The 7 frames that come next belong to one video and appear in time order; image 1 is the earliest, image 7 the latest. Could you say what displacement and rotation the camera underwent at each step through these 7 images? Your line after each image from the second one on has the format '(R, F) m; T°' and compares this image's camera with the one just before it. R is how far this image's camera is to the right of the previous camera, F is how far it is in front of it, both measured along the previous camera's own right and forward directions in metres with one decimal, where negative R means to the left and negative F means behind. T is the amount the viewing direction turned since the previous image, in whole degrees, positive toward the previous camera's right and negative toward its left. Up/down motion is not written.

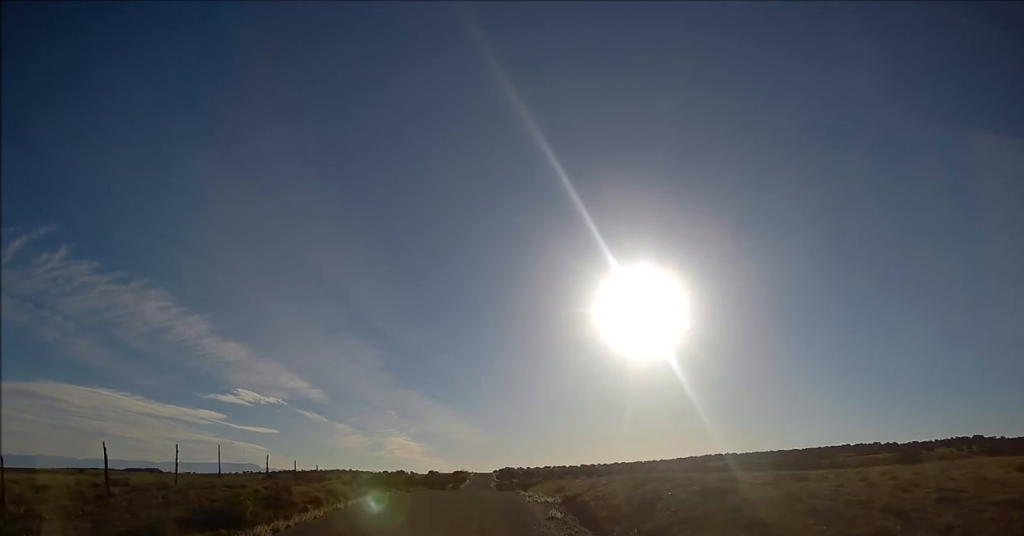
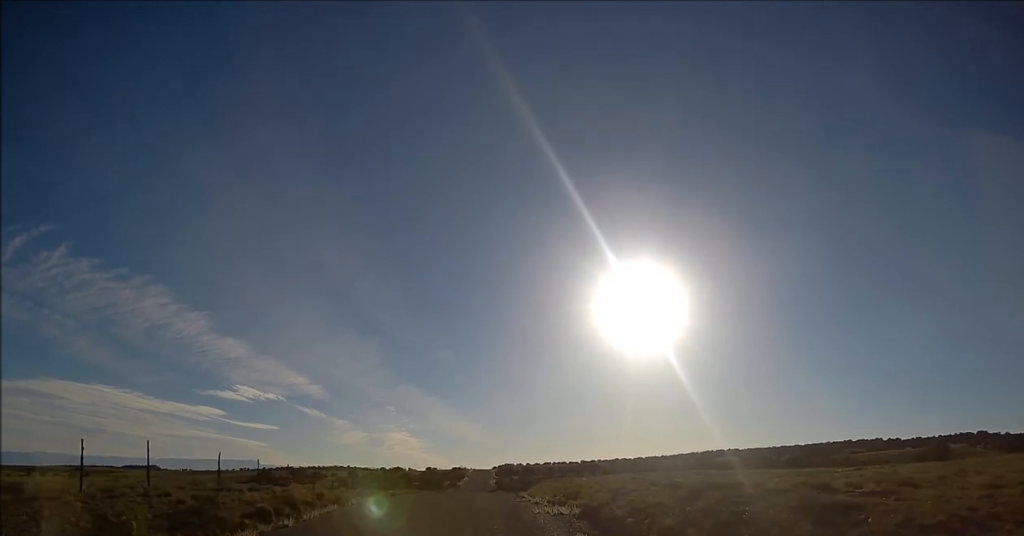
(-0.1, +6.5) m; -1°
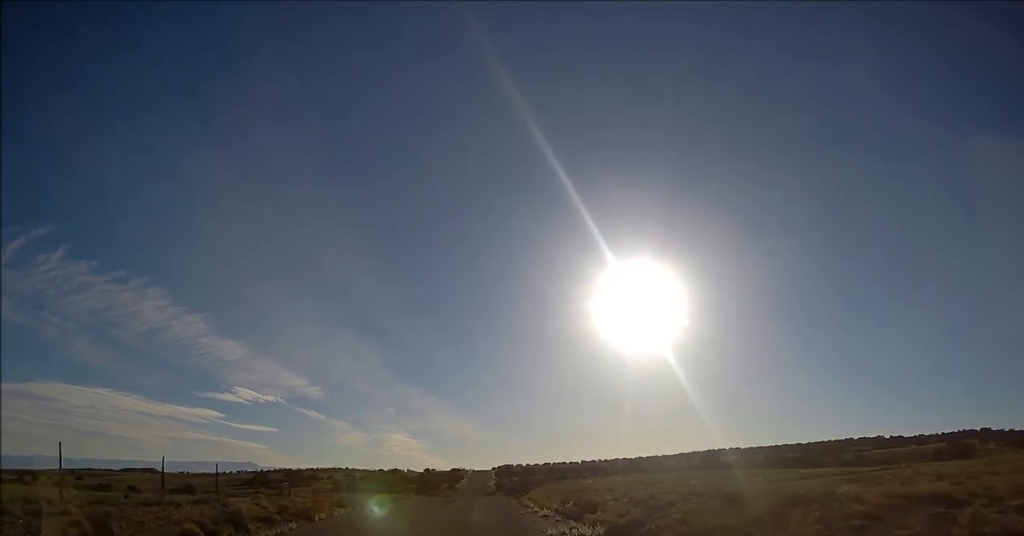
(0.0, +5.3) m; 0°
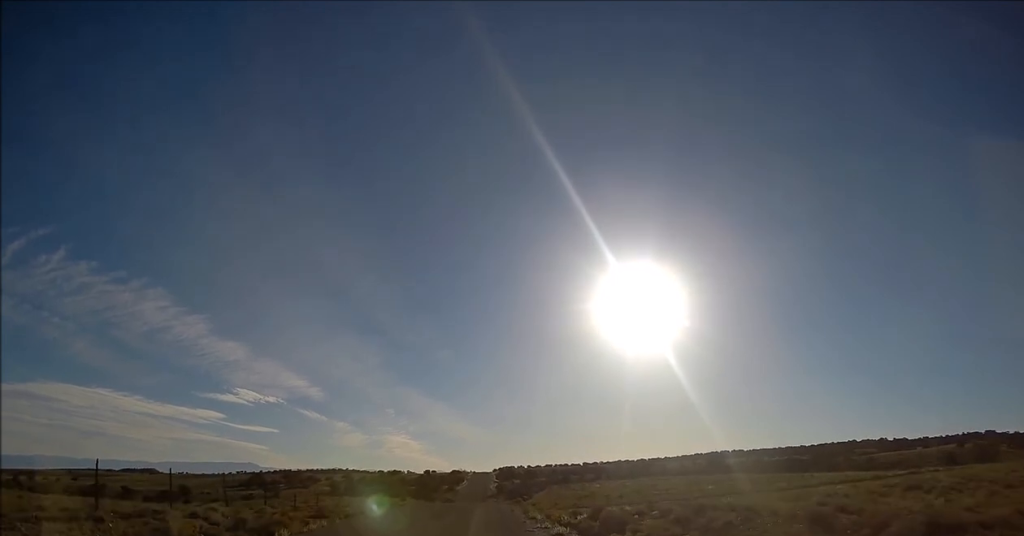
(0.0, +4.7) m; 0°
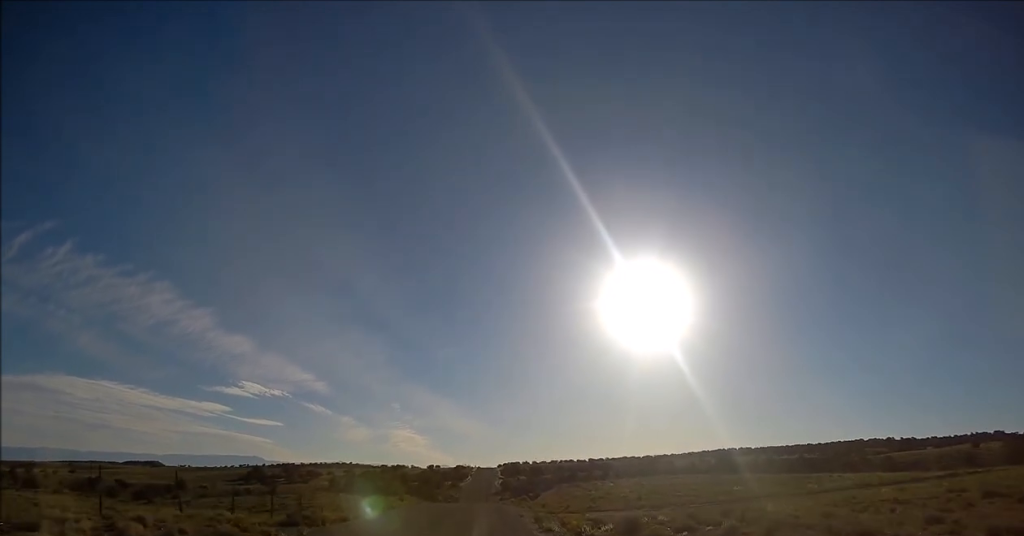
(0.0, +5.5) m; +1°
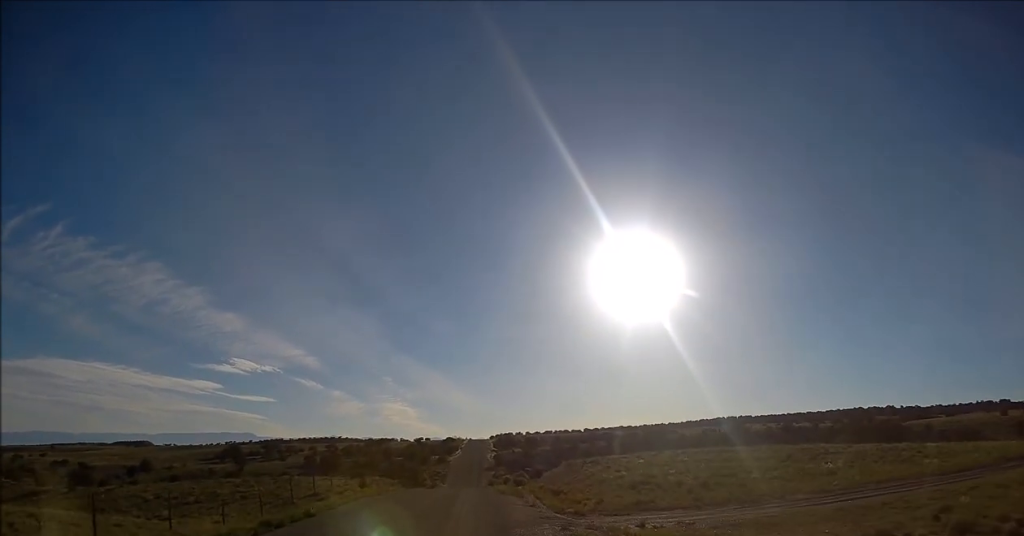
(+0.4, +17.8) m; 0°
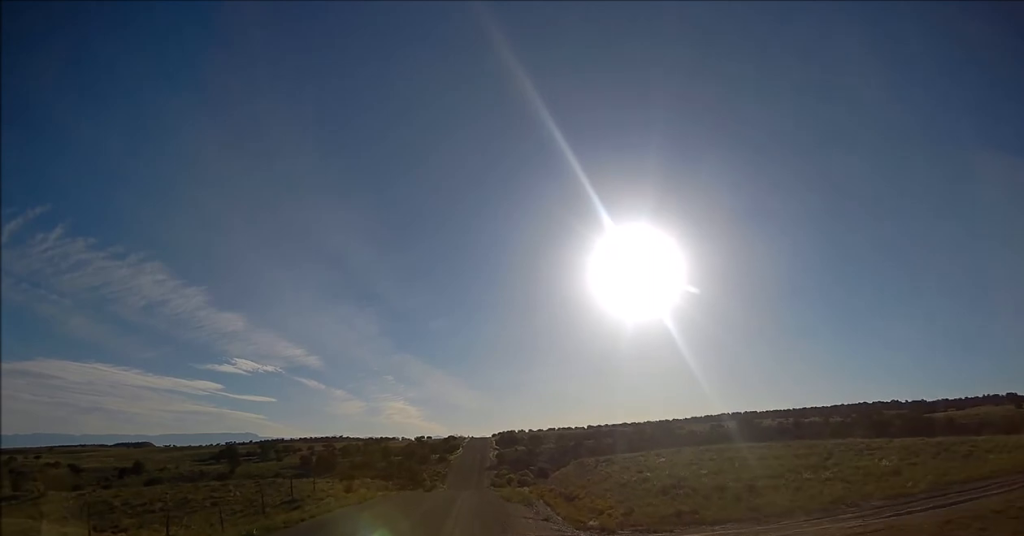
(-0.1, +5.9) m; -1°
